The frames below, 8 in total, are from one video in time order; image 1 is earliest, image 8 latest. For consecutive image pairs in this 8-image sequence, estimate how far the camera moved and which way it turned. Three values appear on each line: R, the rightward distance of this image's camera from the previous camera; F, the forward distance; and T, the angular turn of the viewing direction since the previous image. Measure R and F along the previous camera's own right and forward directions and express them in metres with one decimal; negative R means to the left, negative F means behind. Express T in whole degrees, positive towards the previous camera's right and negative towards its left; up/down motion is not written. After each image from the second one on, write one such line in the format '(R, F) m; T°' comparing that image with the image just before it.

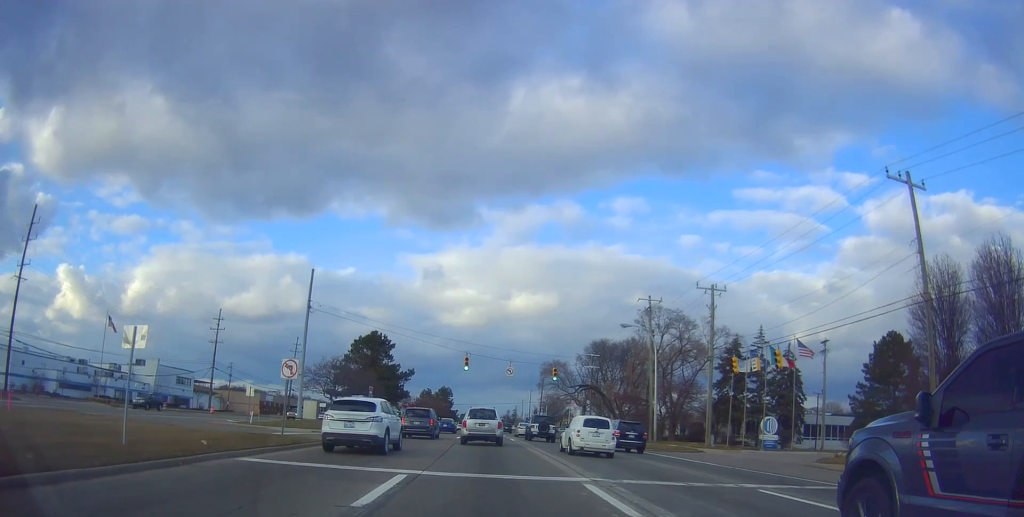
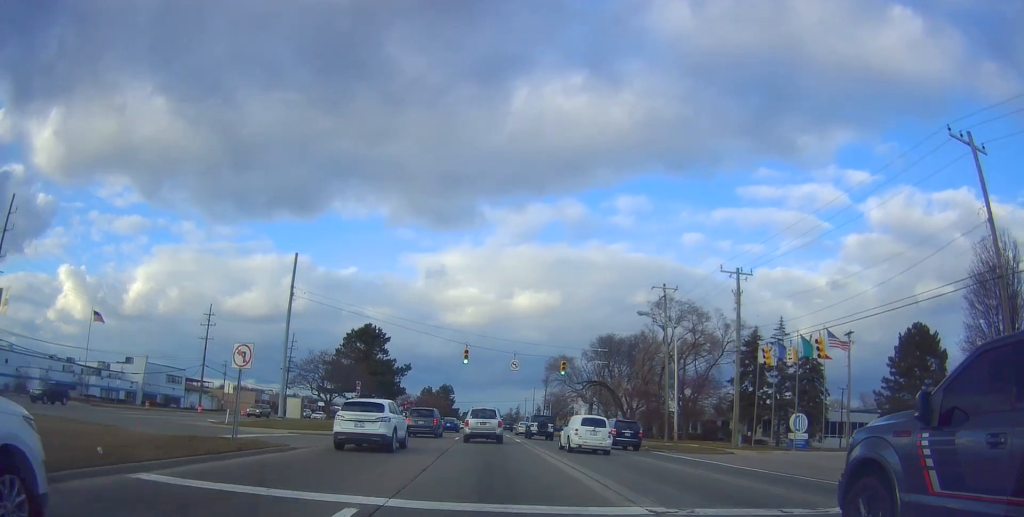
(0.0, +4.1) m; -1°
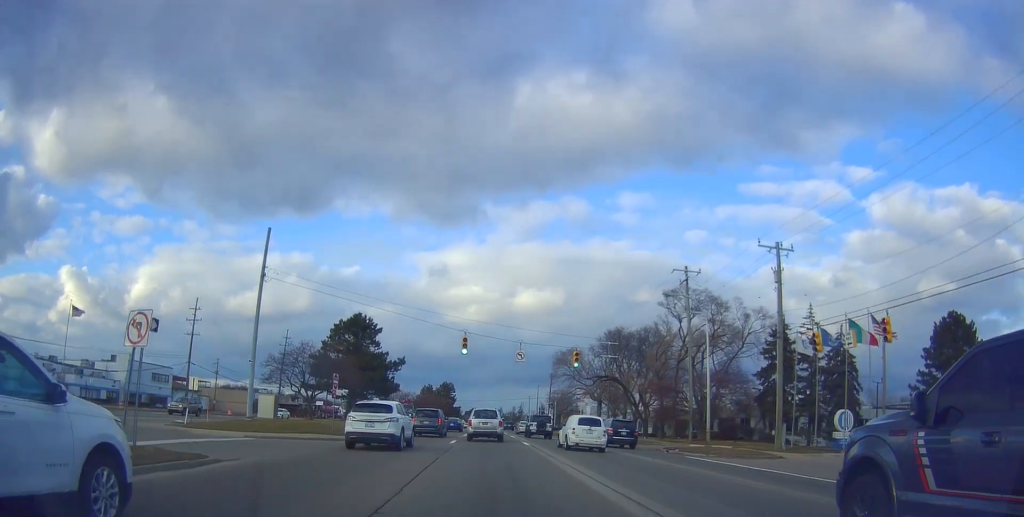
(-0.8, +5.4) m; -2°
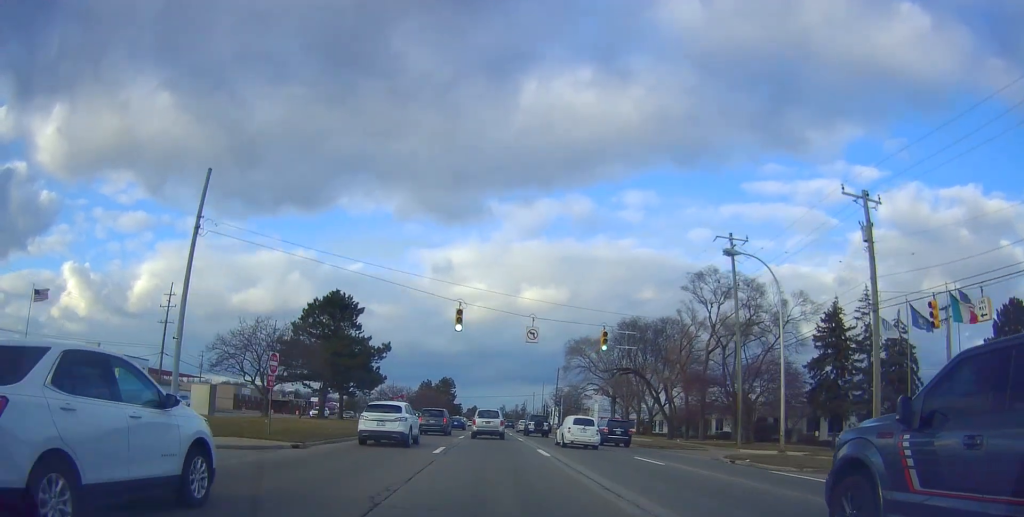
(+0.4, +8.9) m; +3°
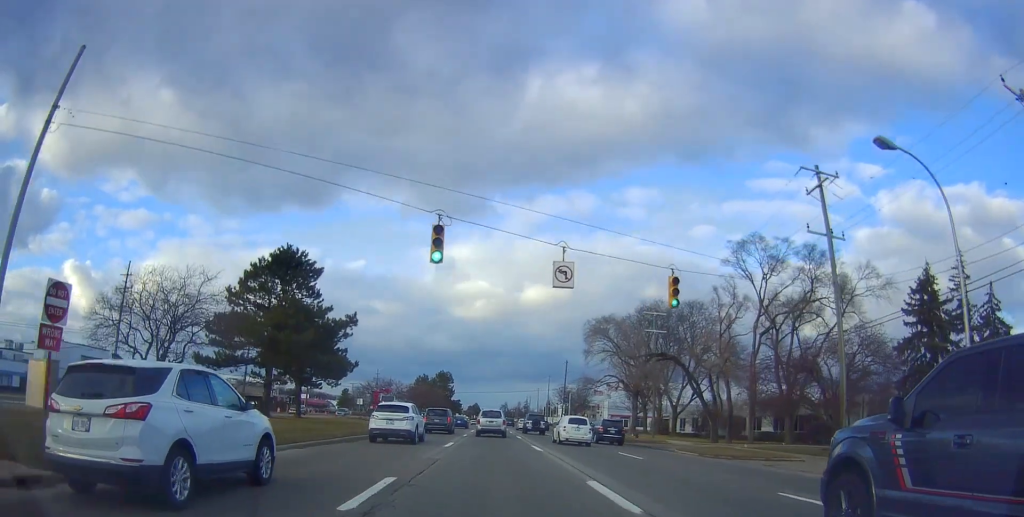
(+0.3, +11.9) m; +1°
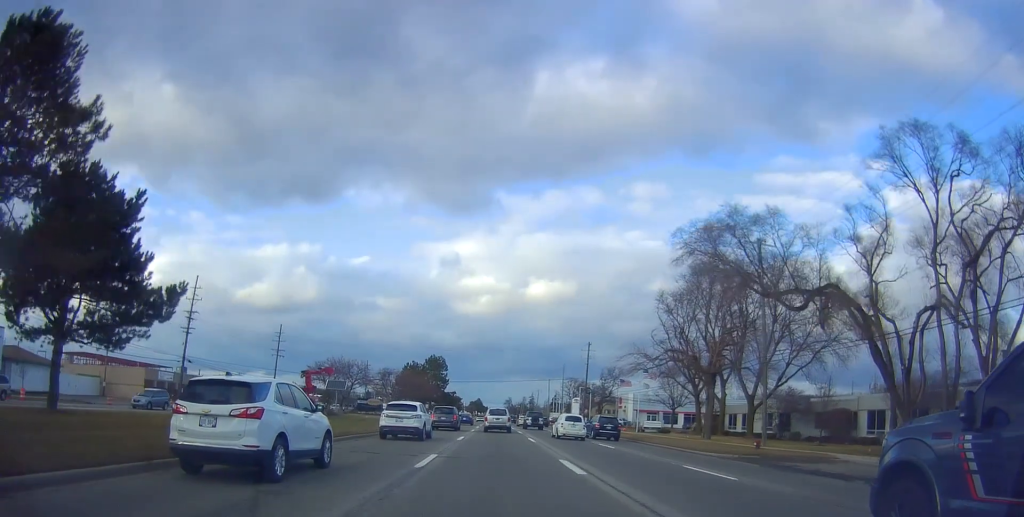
(-1.0, +24.9) m; -3°
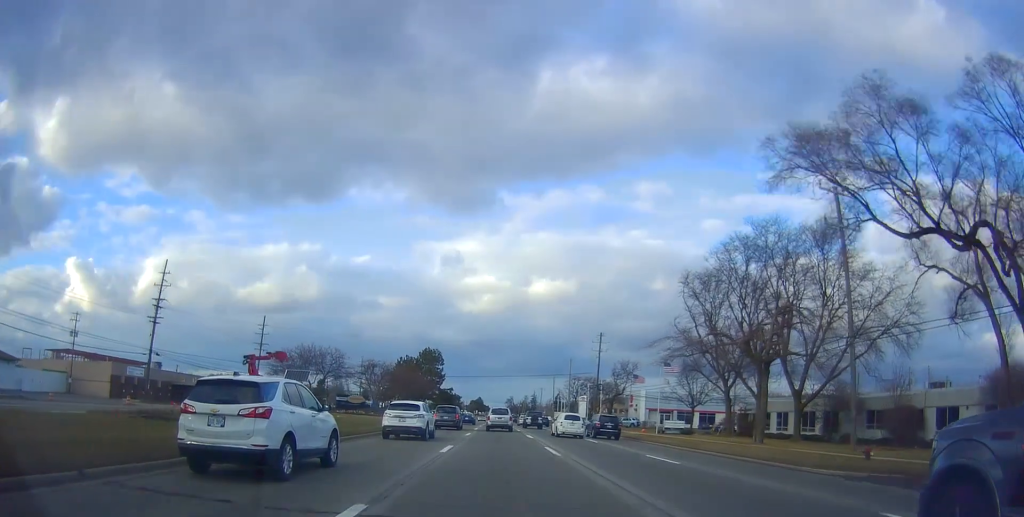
(-0.1, +9.9) m; +1°
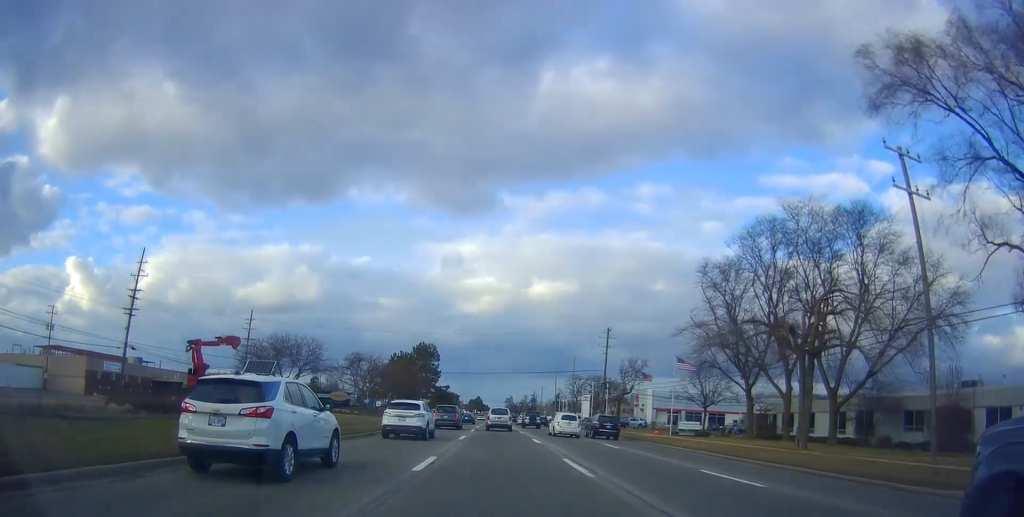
(+0.2, +6.2) m; +1°
